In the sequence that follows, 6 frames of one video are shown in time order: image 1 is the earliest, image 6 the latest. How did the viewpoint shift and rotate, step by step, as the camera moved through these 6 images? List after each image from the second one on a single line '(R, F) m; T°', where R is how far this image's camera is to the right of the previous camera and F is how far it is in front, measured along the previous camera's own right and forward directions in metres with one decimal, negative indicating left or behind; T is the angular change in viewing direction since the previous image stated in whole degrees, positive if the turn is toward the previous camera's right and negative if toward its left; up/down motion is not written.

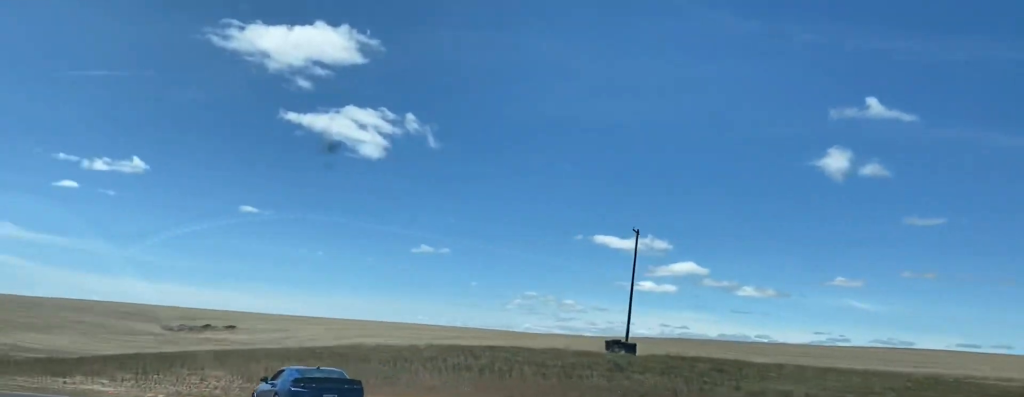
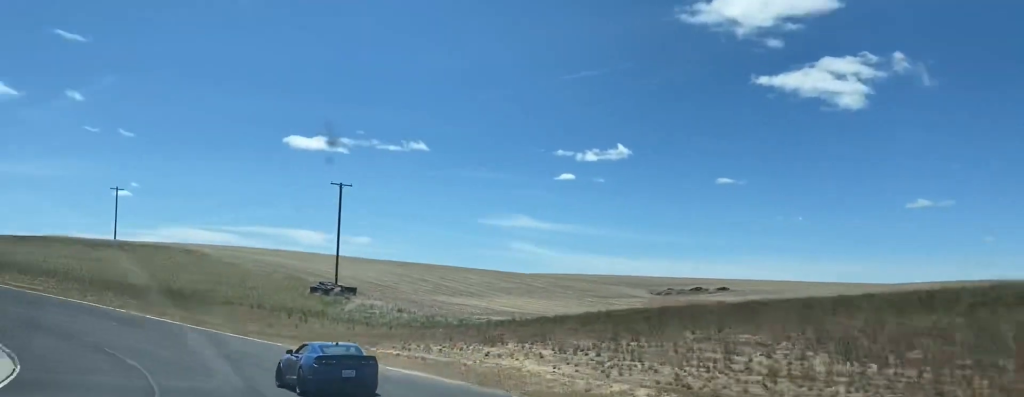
(-10.0, +30.0) m; -35°
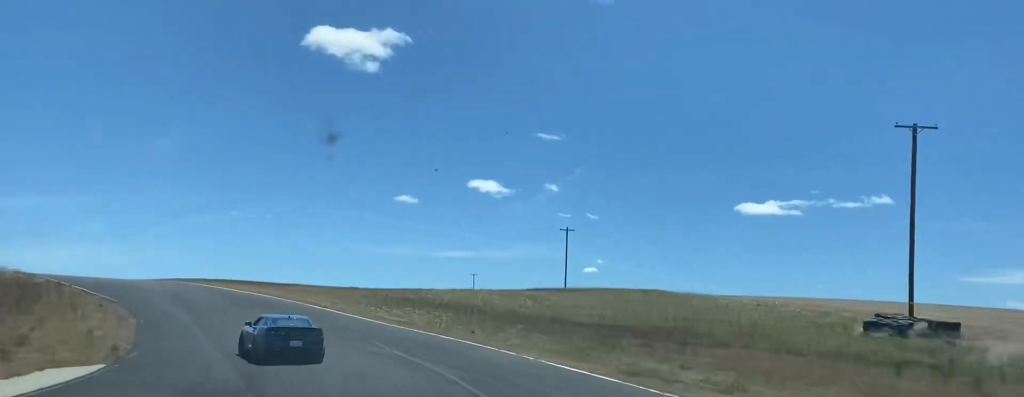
(-10.6, +36.1) m; -31°
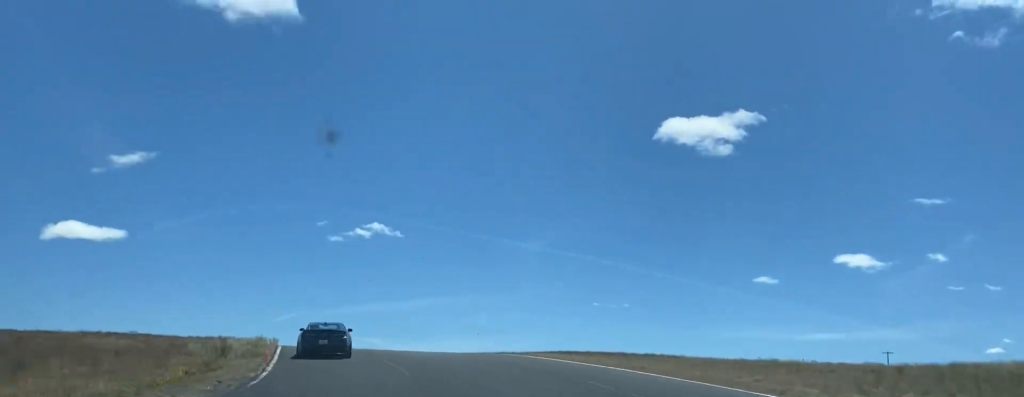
(-7.9, +35.0) m; -21°
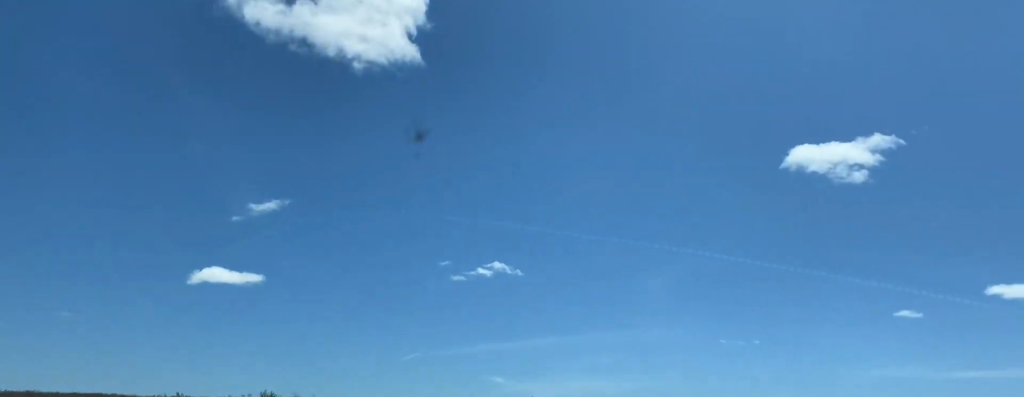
(-4.2, +36.8) m; -5°
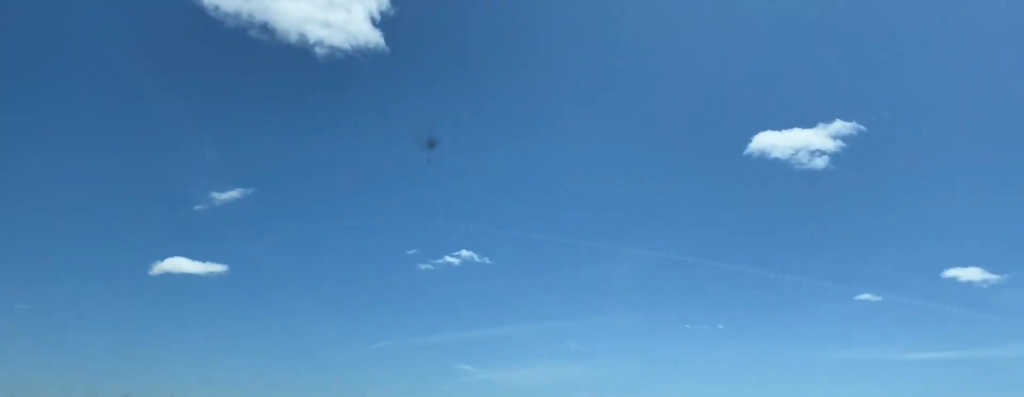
(+0.1, +12.9) m; +2°
